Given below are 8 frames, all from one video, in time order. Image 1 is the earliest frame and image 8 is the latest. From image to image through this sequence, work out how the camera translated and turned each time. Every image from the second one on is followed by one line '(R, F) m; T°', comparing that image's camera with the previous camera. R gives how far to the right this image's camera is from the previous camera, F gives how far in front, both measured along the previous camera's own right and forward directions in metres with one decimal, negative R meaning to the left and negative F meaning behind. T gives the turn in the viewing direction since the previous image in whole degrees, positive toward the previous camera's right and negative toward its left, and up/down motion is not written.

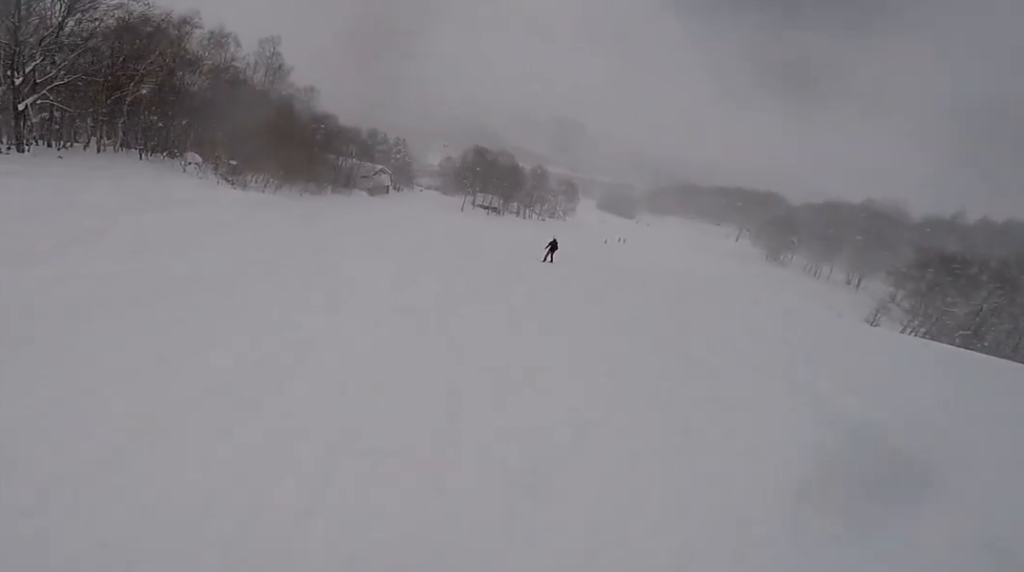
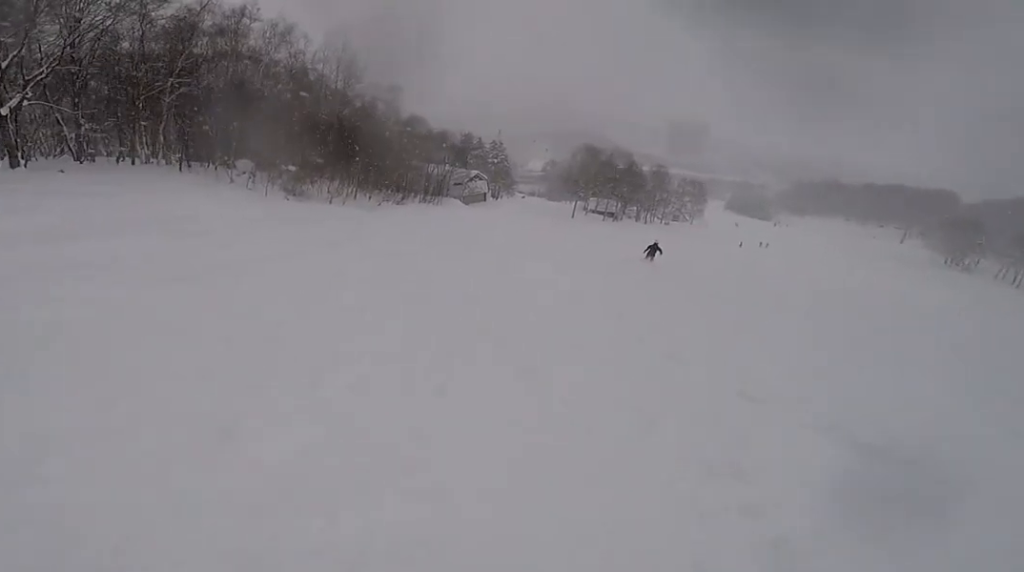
(-1.1, +8.7) m; -18°
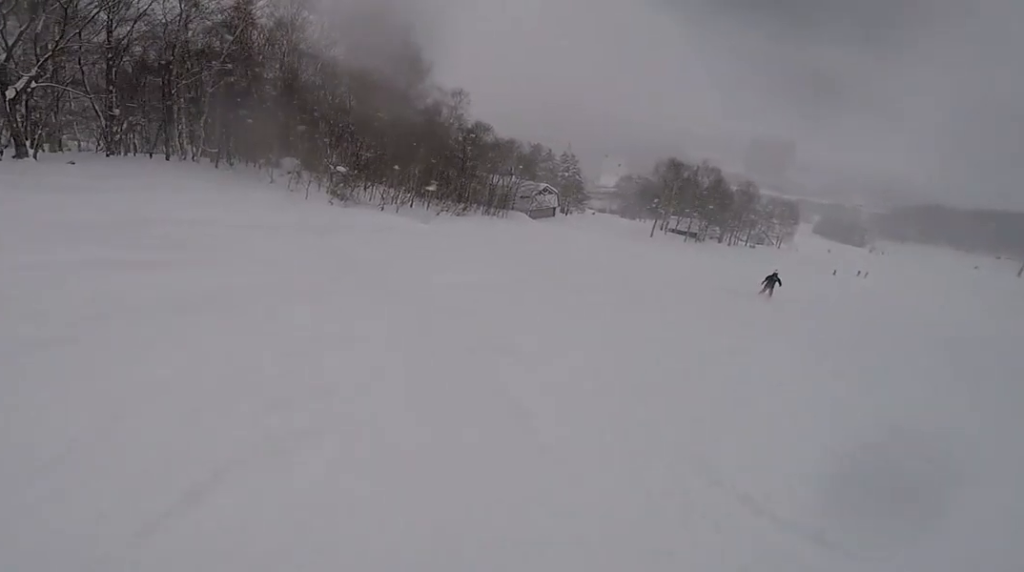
(-0.6, +4.6) m; -4°
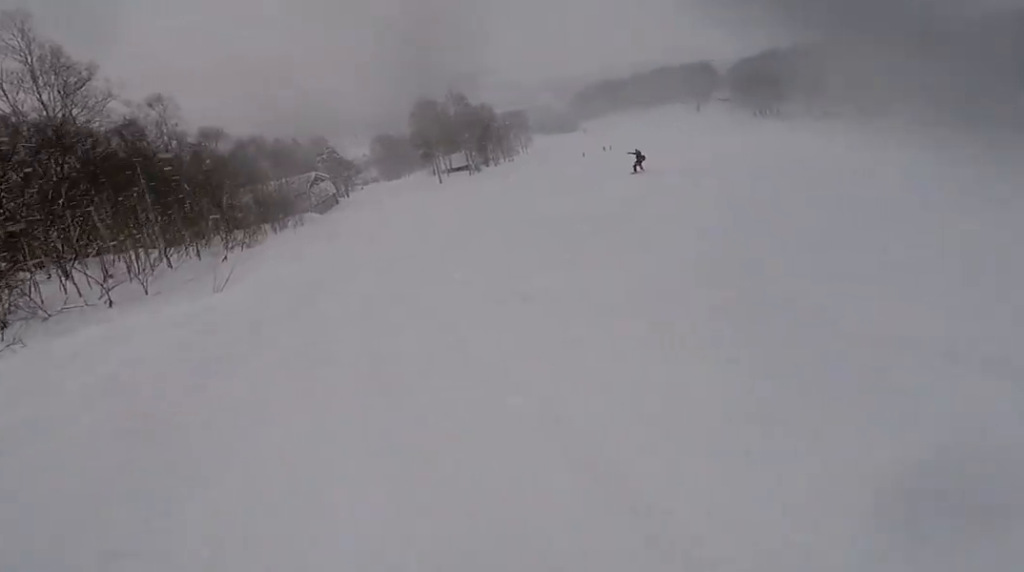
(0.0, +14.7) m; +22°
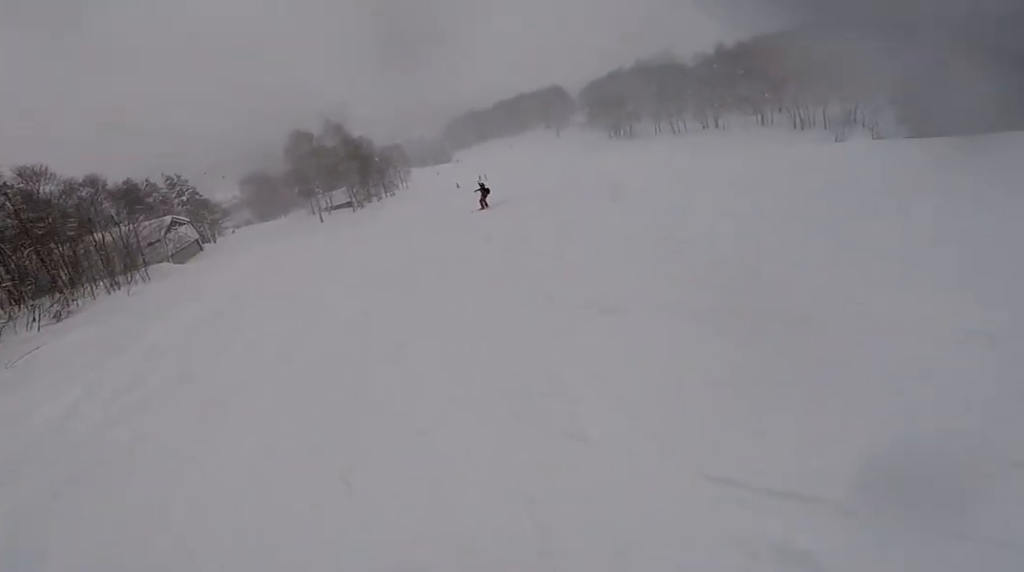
(+1.9, +7.1) m; +18°
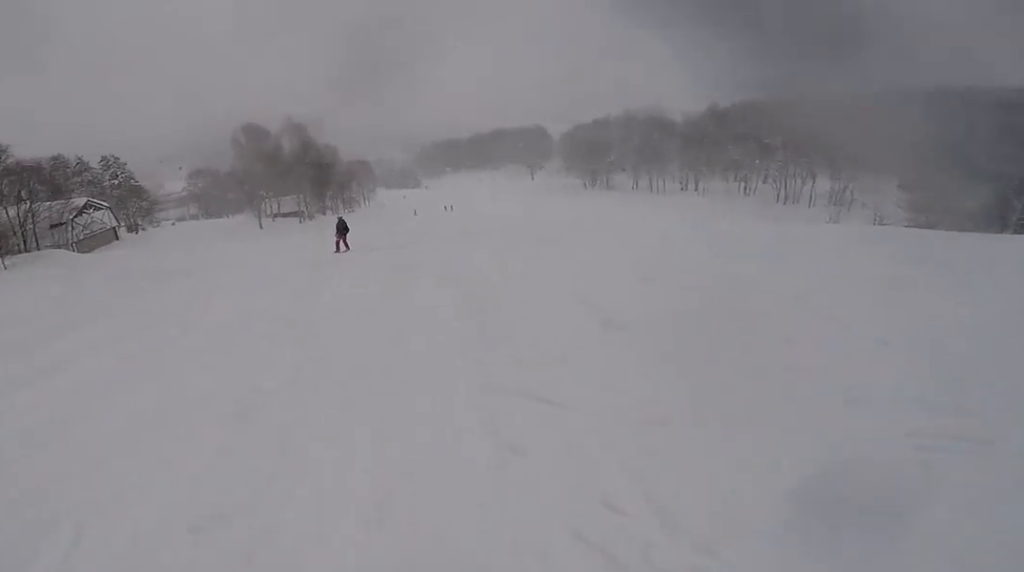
(+1.0, +8.0) m; -1°
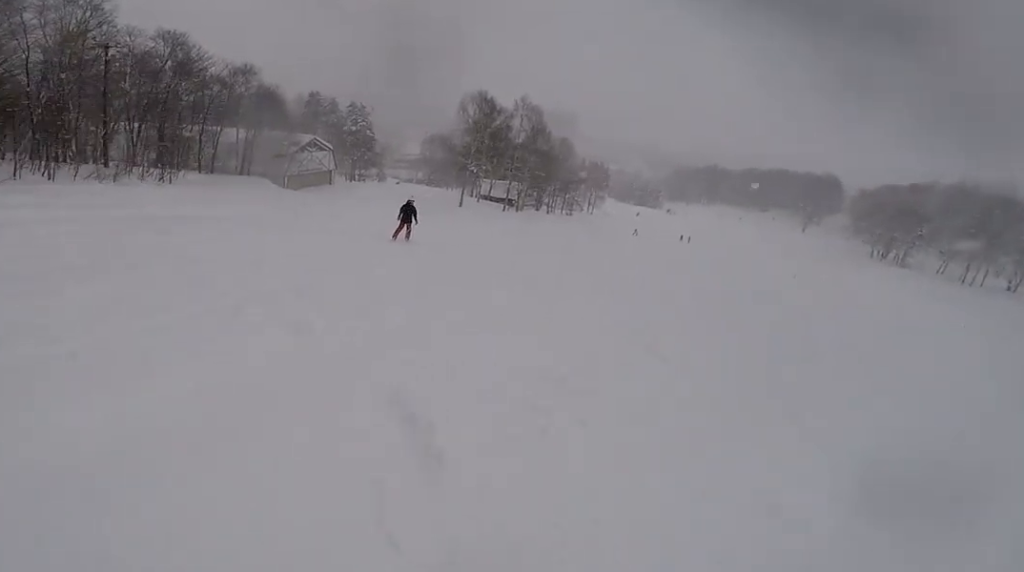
(-1.0, +7.6) m; -13°
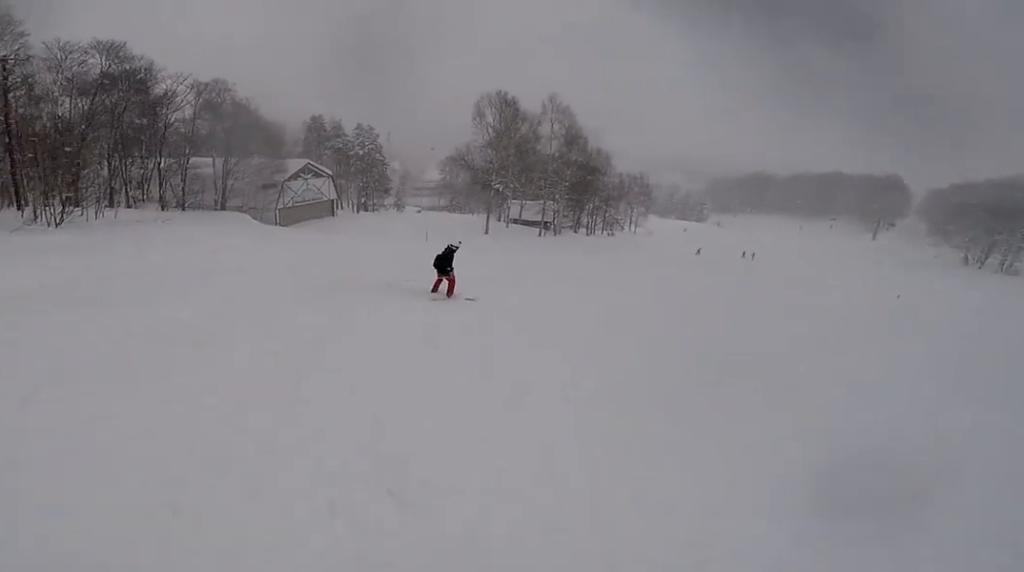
(-1.5, +10.5) m; -19°
